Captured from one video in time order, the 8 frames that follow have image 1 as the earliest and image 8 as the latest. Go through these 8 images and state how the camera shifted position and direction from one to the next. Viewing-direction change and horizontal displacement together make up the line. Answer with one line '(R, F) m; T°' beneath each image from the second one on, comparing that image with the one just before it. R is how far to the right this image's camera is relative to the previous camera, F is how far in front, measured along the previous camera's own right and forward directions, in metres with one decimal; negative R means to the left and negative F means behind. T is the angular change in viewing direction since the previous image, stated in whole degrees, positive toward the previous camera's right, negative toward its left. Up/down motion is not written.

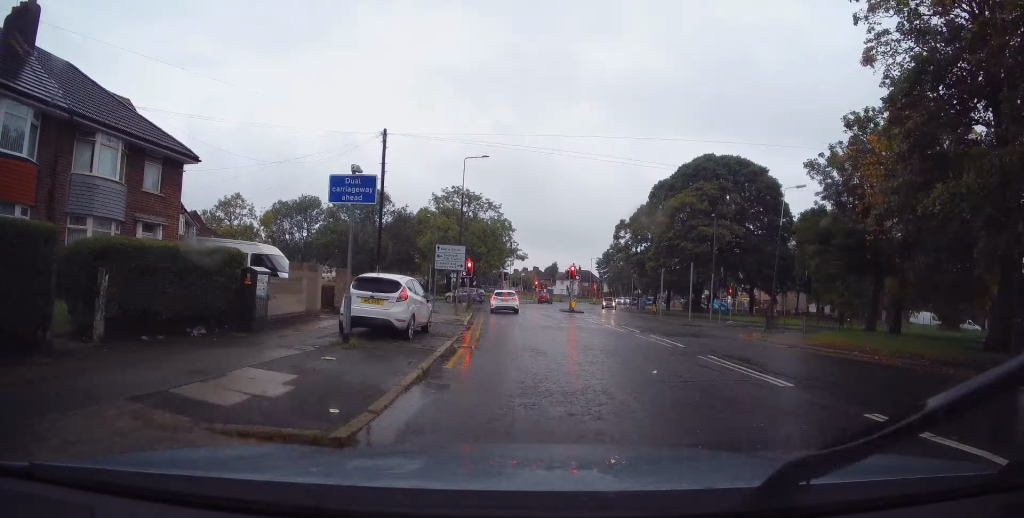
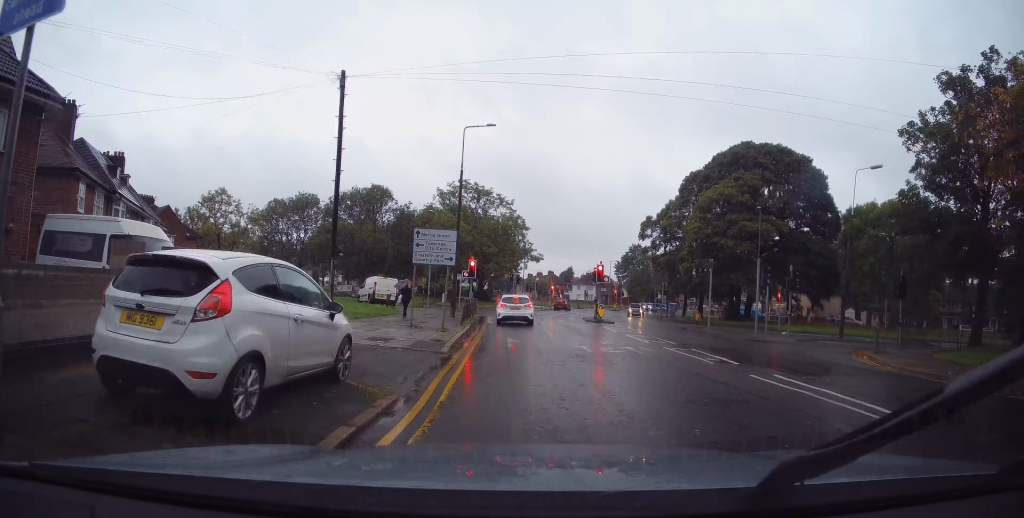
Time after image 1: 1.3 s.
(+0.3, +7.8) m; -1°
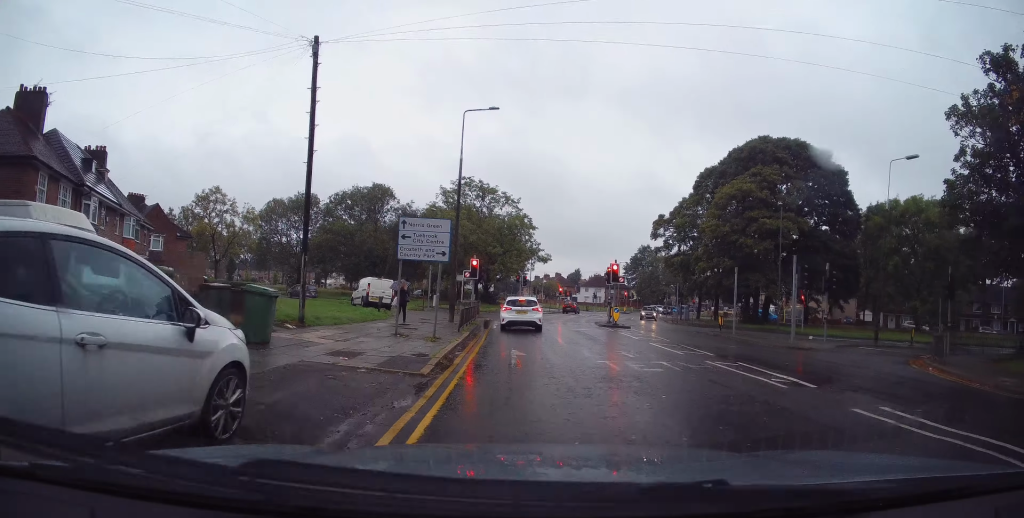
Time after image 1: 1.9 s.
(0.0, +3.1) m; -3°
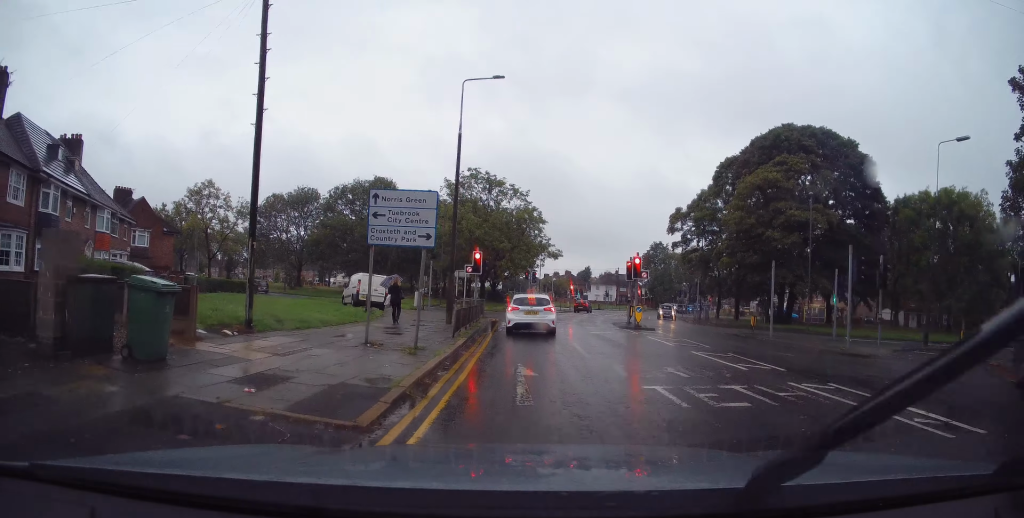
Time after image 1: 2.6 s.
(-0.3, +3.6) m; -4°
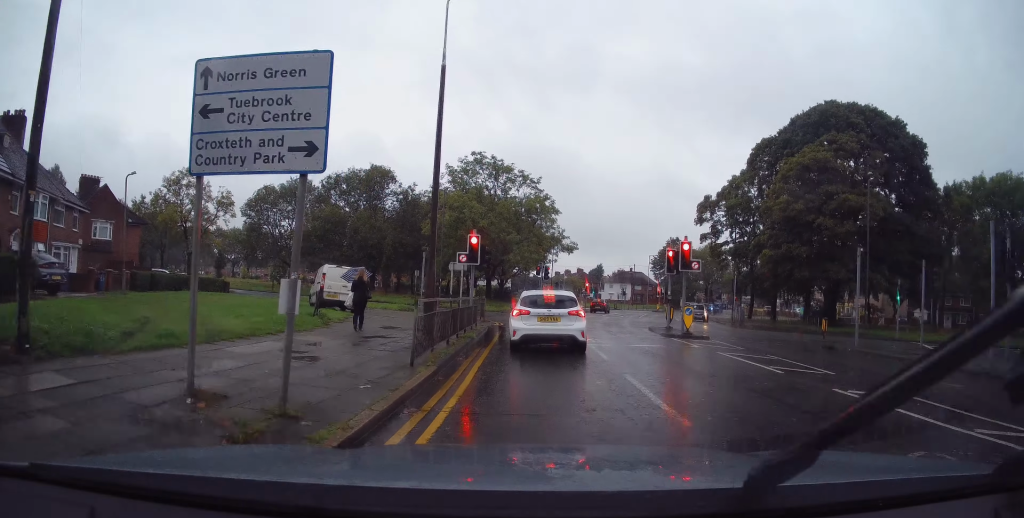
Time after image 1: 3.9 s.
(+0.1, +6.3) m; +2°
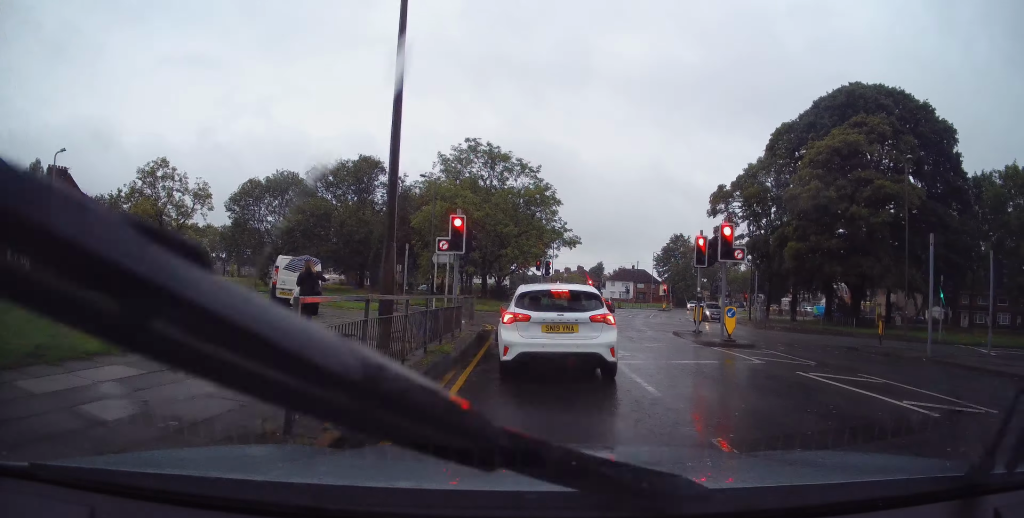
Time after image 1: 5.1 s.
(+0.1, +4.3) m; +1°
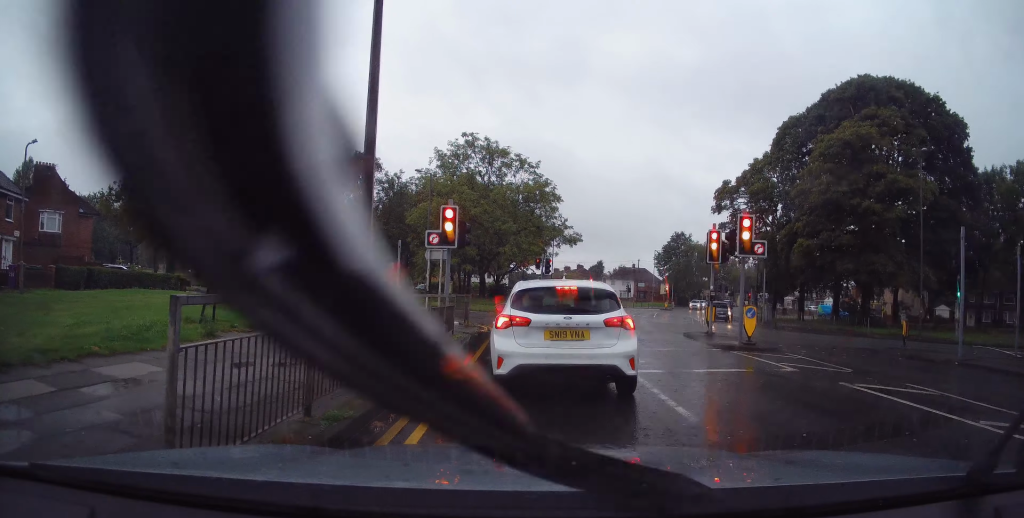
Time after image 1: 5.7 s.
(+0.1, +1.7) m; -2°
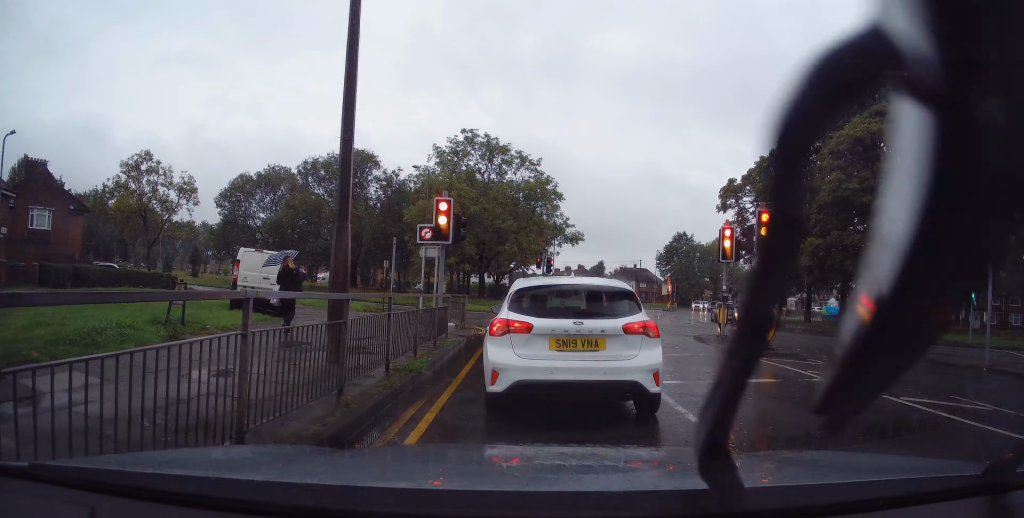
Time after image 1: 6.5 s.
(-0.3, +1.2) m; 0°
